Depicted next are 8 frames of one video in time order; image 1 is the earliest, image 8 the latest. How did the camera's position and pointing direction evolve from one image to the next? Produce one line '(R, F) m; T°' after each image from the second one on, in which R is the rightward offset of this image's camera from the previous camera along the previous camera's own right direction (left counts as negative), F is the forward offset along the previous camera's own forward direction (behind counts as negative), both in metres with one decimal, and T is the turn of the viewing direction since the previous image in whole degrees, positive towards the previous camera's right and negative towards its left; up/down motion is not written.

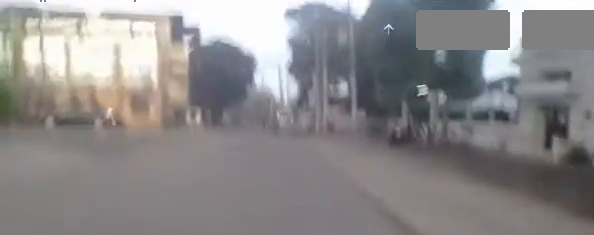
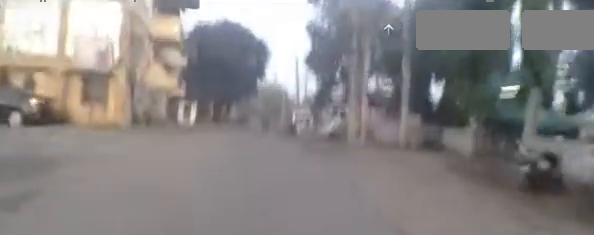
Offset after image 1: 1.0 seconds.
(0.0, +6.9) m; -1°
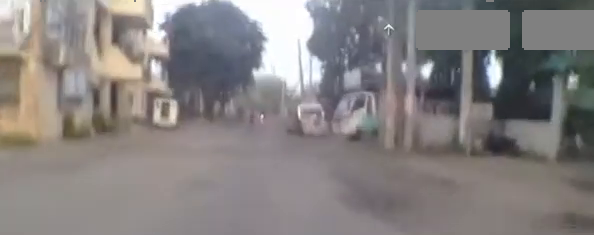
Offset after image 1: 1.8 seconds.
(-0.1, +4.9) m; -2°
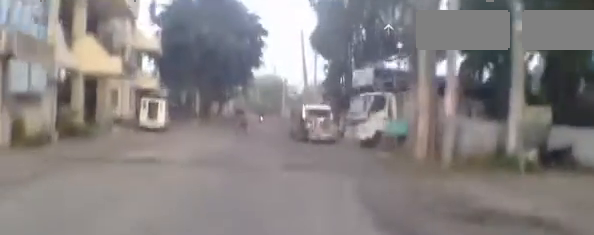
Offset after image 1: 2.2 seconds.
(0.0, +2.0) m; 0°
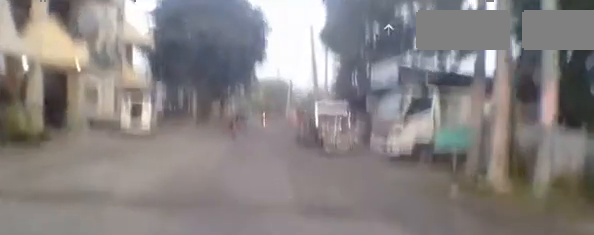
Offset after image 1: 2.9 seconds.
(0.0, +3.0) m; 0°
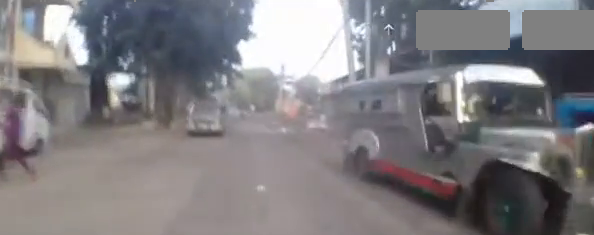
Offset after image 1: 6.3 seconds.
(+0.2, +11.0) m; +3°
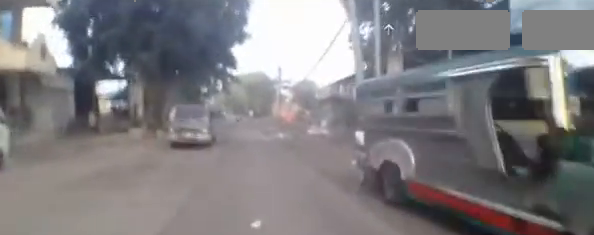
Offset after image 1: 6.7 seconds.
(0.0, +1.5) m; 0°
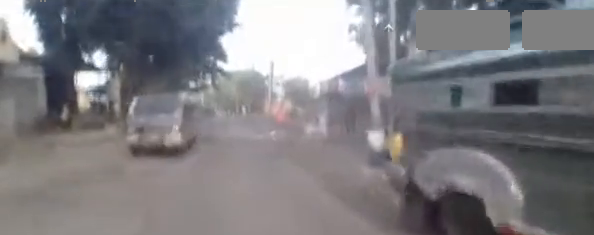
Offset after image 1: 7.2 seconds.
(0.0, +2.0) m; 0°
